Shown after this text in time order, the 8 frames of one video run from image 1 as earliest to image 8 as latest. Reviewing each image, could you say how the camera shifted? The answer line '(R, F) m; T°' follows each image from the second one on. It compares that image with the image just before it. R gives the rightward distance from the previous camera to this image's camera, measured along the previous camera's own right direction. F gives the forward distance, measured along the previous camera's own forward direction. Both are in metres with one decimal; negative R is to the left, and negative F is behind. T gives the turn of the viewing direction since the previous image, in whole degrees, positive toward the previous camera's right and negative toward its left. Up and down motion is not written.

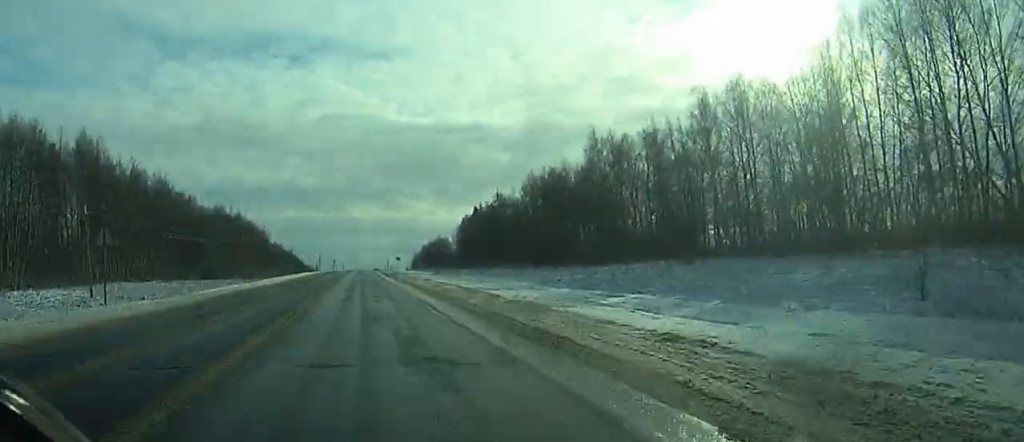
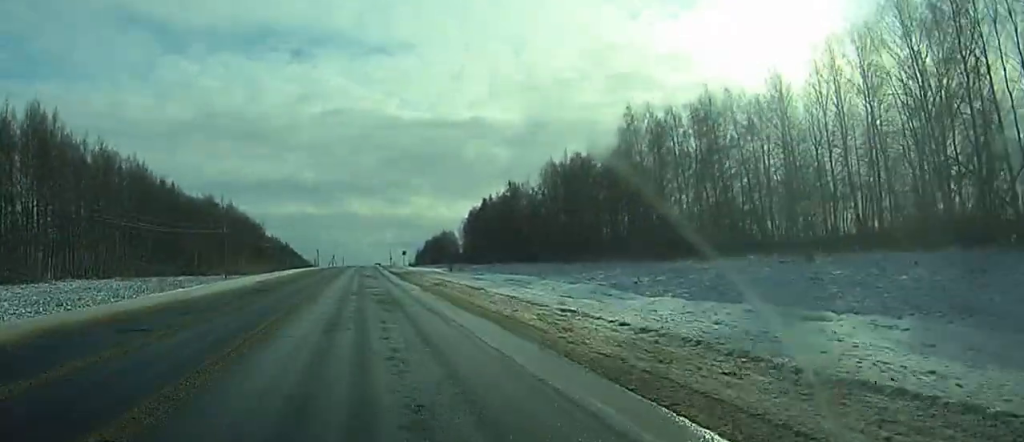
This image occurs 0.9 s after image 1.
(-0.5, +24.1) m; -1°
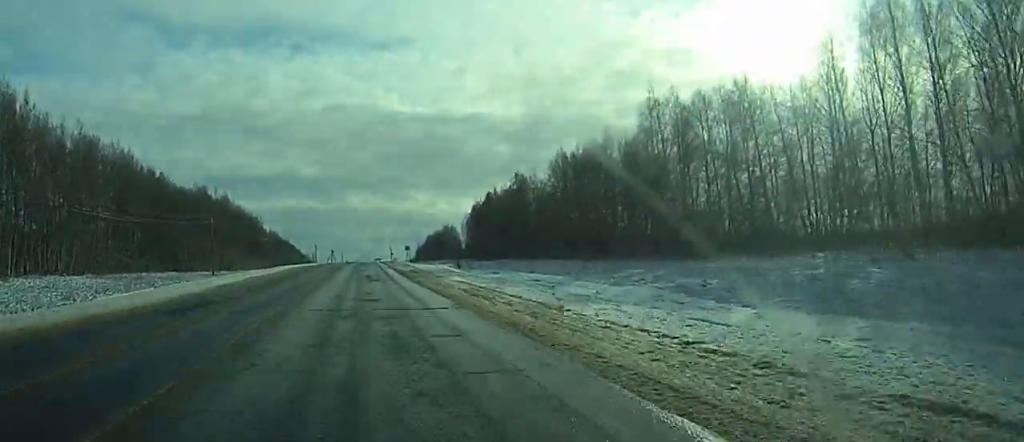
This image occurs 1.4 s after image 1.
(-0.2, +12.5) m; 0°
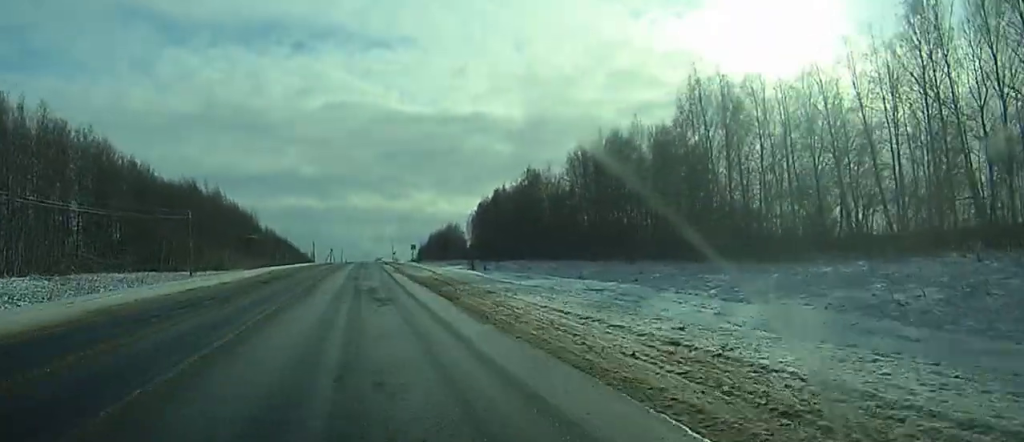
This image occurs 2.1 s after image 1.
(+0.2, +18.6) m; 0°
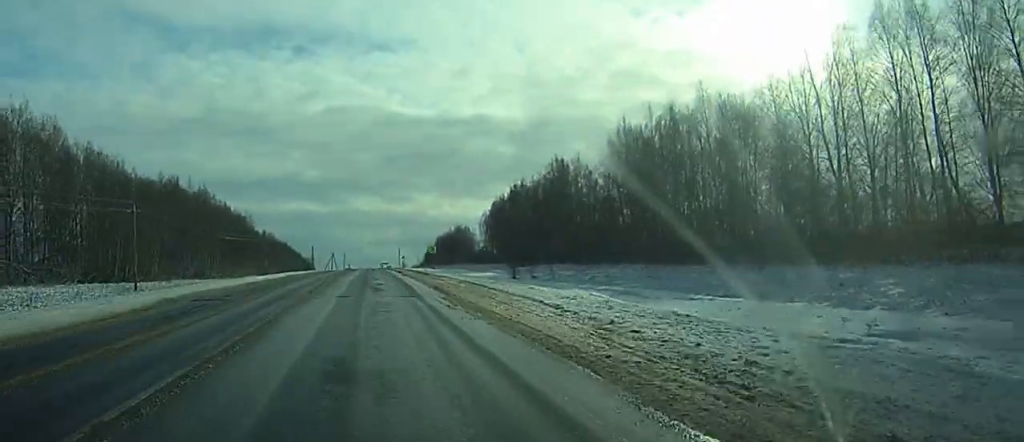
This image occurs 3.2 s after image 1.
(0.0, +31.1) m; 0°
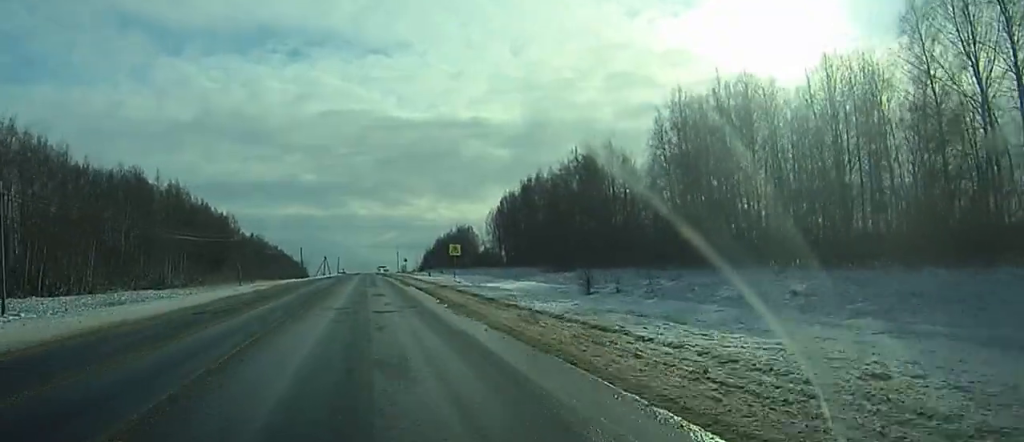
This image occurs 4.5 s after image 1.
(-0.1, +32.8) m; -1°
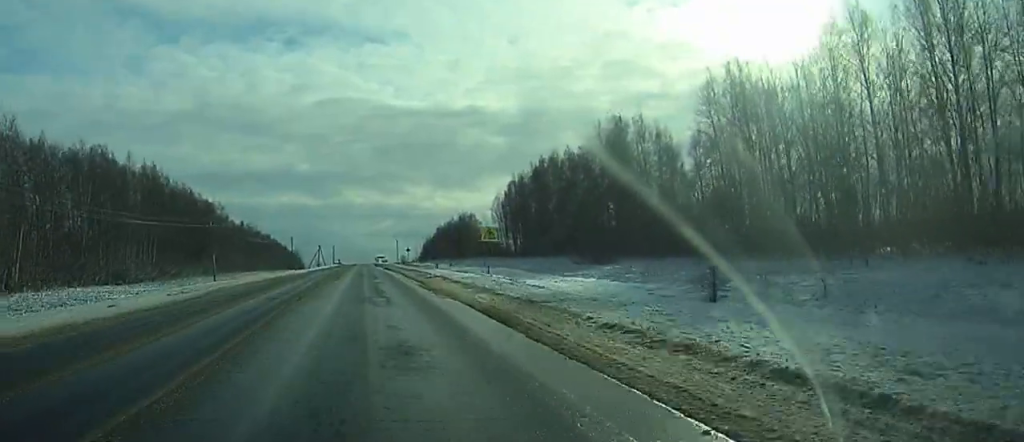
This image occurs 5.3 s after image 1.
(-0.4, +22.9) m; -1°
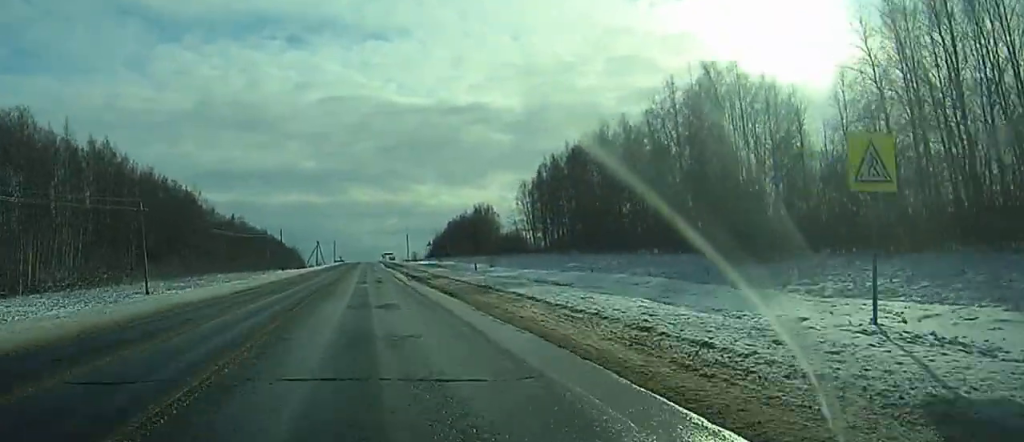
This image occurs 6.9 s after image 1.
(0.0, +41.4) m; 0°
